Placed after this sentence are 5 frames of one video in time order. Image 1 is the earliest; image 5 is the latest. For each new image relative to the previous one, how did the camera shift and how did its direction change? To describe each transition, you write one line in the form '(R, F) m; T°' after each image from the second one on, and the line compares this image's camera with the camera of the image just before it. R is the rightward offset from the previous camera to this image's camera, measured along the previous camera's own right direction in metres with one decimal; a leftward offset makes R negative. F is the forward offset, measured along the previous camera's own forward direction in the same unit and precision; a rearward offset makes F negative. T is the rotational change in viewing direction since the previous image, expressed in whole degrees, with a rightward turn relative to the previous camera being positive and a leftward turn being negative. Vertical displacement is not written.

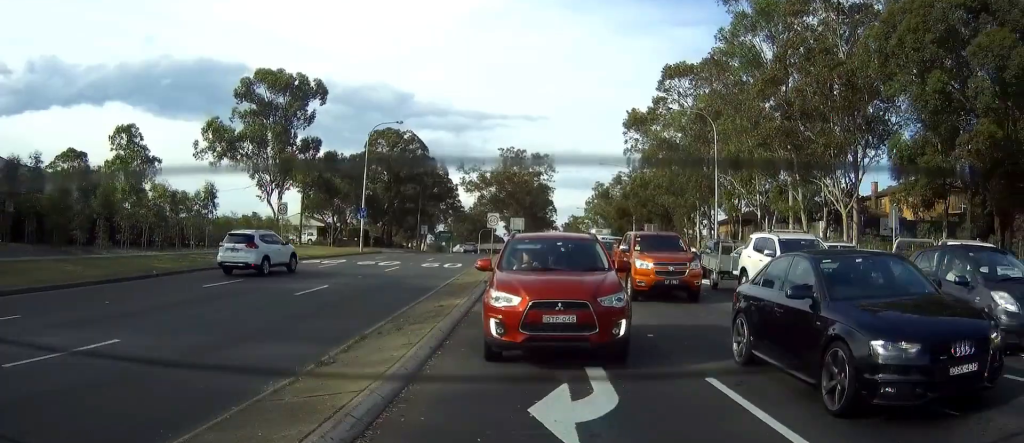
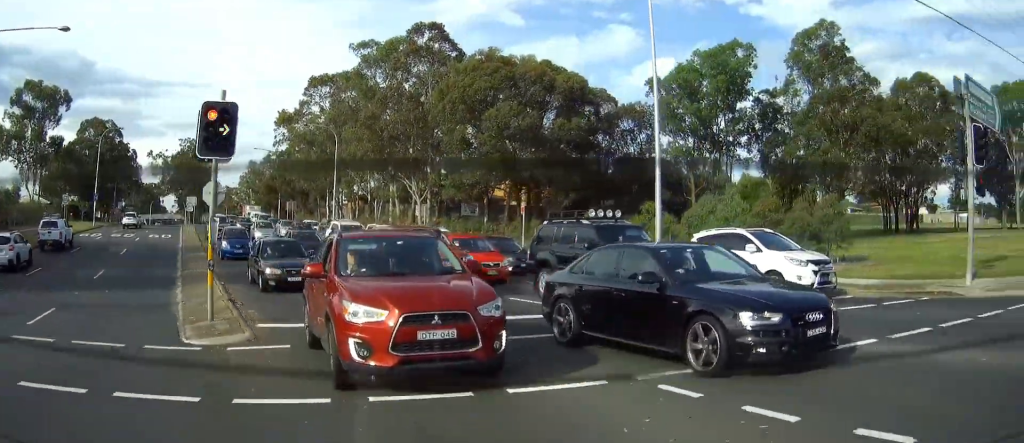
(+0.4, +19.8) m; +15°
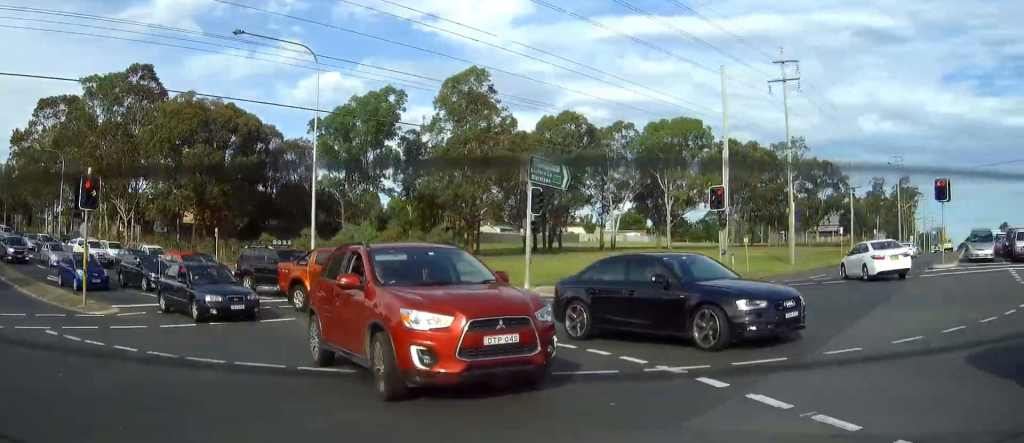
(+2.8, +10.3) m; +24°
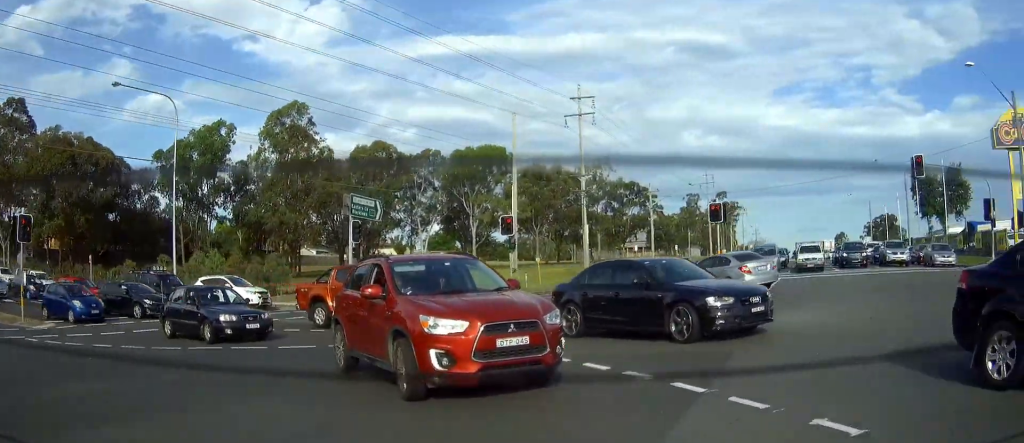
(+0.6, +6.0) m; +12°
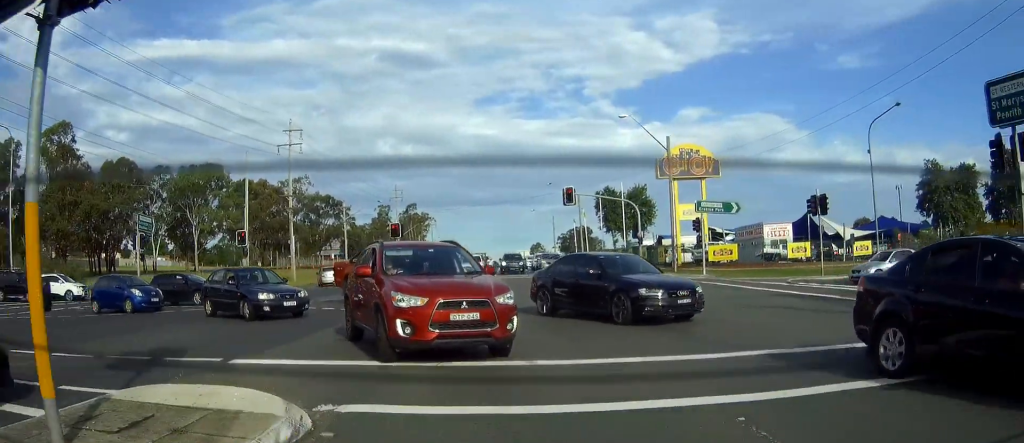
(+2.3, +11.3) m; +23°
